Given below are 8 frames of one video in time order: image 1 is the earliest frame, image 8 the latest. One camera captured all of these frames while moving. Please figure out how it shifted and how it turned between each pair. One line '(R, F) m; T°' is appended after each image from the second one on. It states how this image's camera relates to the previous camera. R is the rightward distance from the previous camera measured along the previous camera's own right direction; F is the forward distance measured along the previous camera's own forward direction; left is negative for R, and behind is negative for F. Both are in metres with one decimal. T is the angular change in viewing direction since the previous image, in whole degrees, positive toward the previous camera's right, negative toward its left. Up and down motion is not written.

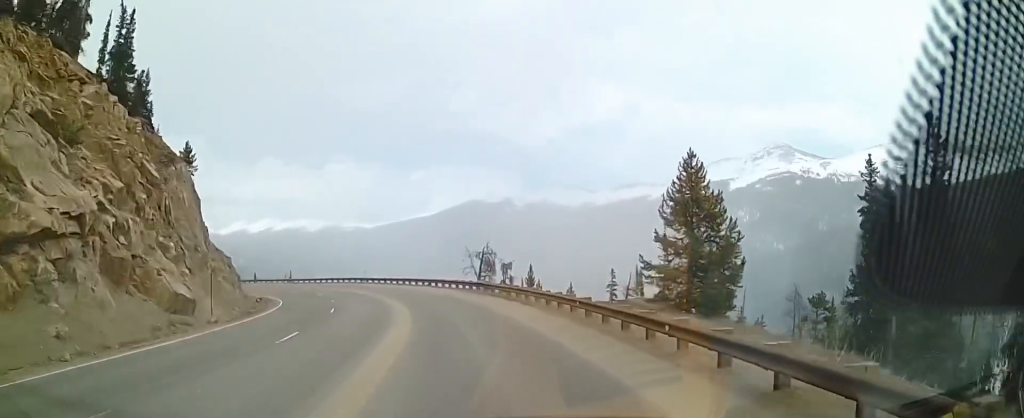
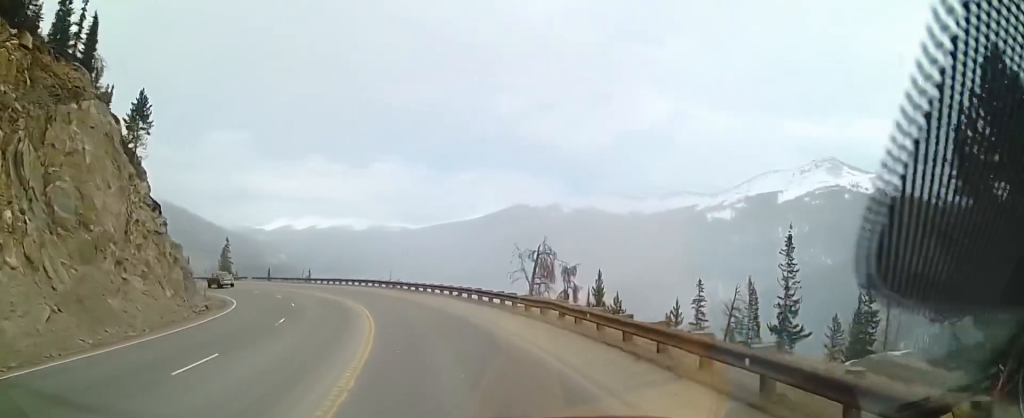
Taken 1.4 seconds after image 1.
(+0.1, +18.9) m; -3°
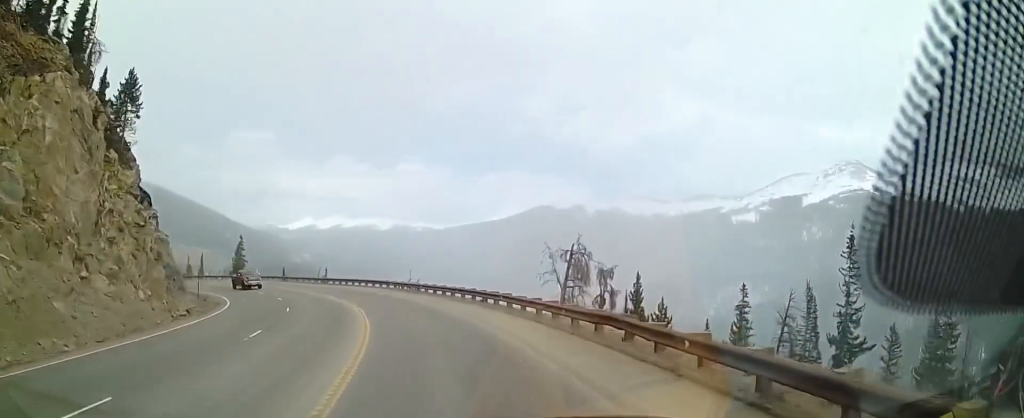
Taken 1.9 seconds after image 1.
(+0.1, +5.6) m; -2°
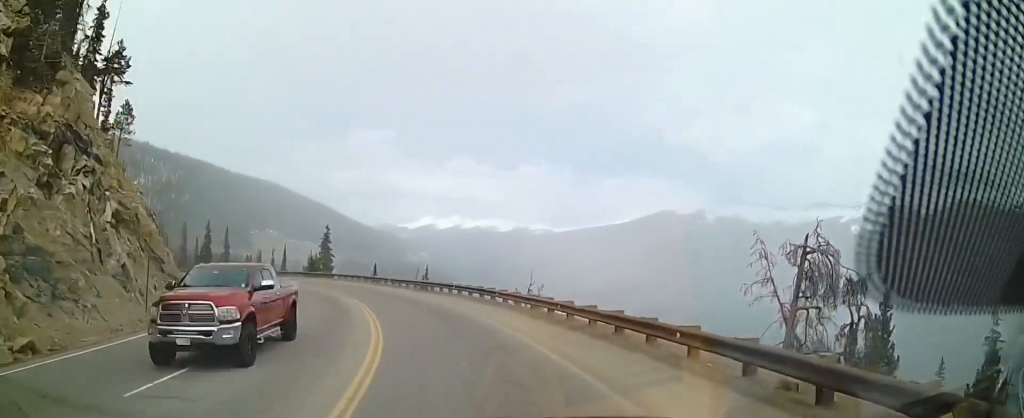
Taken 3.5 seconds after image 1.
(-2.1, +20.3) m; -10°
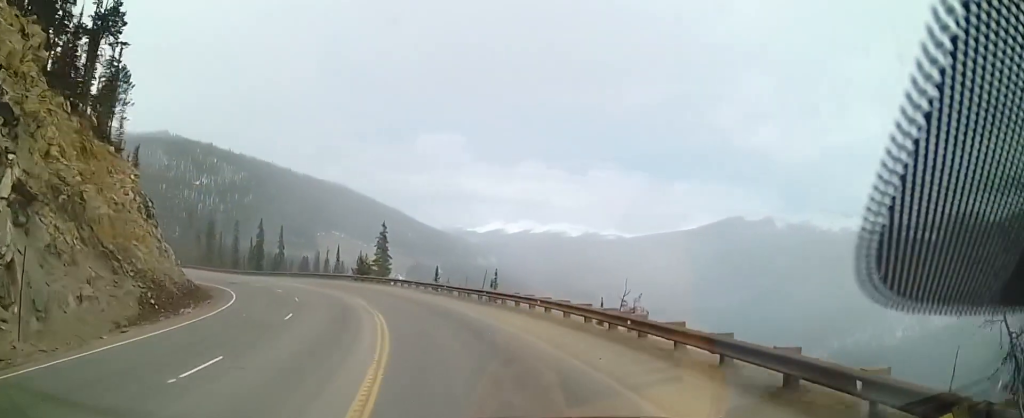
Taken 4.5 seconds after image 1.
(-0.5, +11.4) m; -5°
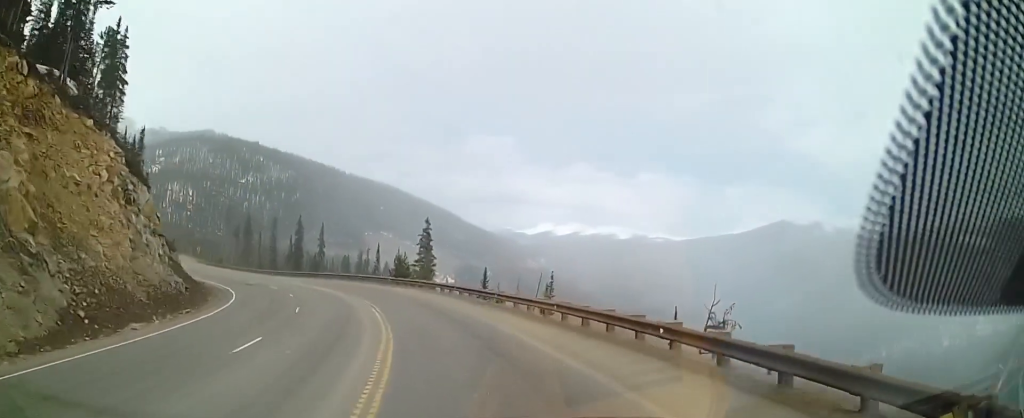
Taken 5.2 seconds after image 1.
(-0.2, +8.4) m; -5°
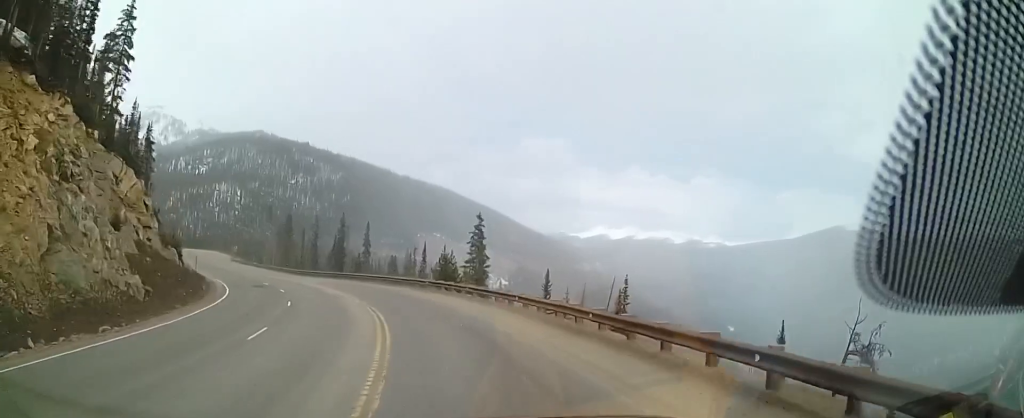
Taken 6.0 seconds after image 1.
(-0.5, +10.2) m; -7°
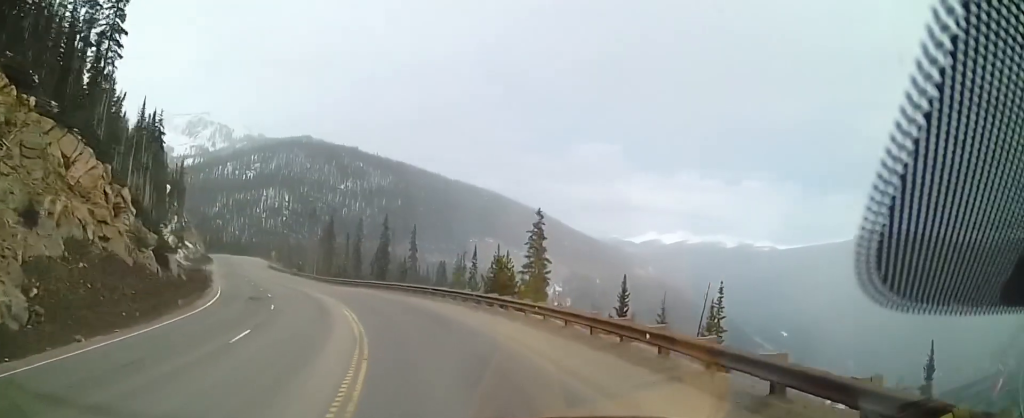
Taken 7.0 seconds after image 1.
(-0.8, +11.1) m; -9°
